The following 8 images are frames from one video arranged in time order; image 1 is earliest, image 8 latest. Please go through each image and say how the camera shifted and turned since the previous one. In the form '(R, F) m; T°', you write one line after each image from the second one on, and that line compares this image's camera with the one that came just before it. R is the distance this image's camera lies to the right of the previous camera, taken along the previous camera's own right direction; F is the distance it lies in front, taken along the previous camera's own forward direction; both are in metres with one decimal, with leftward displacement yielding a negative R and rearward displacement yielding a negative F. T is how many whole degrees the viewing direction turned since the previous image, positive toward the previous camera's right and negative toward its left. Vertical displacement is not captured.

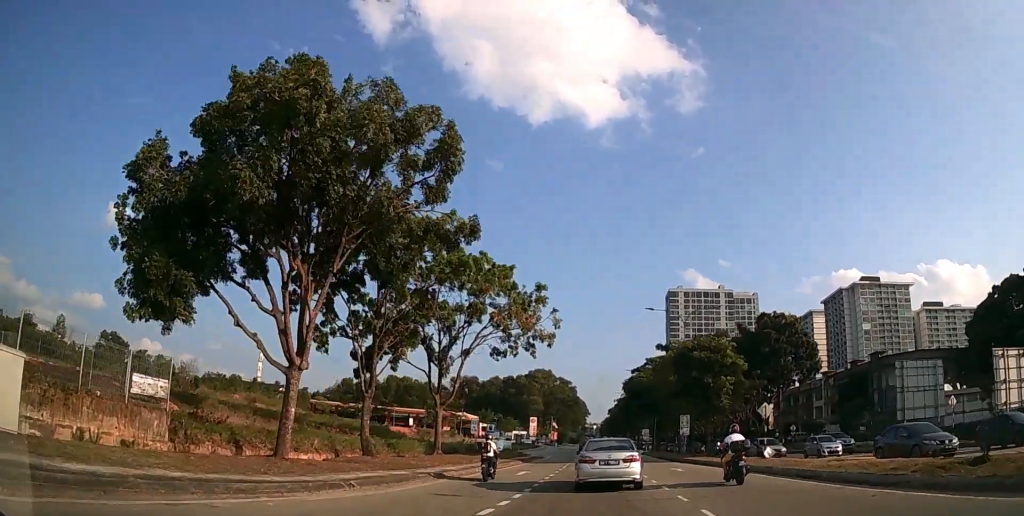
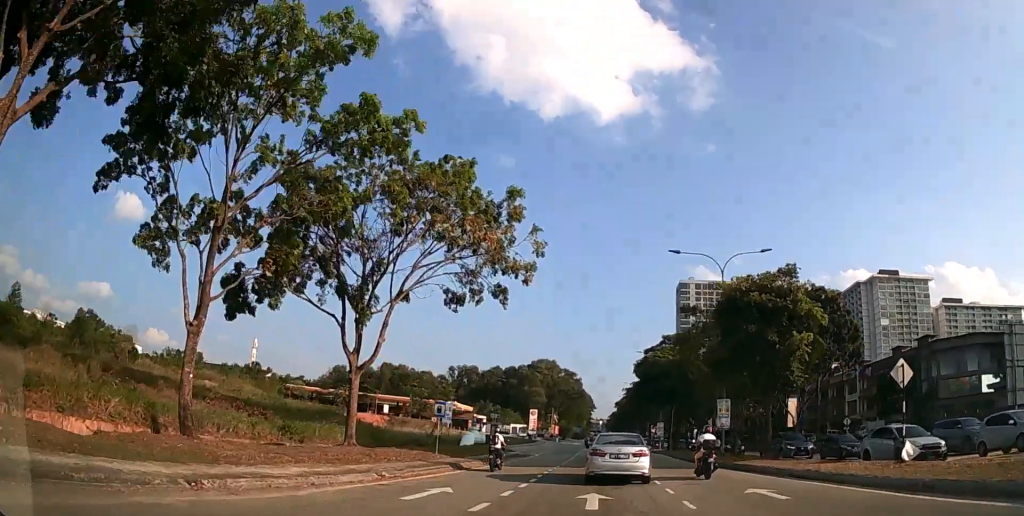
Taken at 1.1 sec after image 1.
(-0.6, +13.6) m; -4°
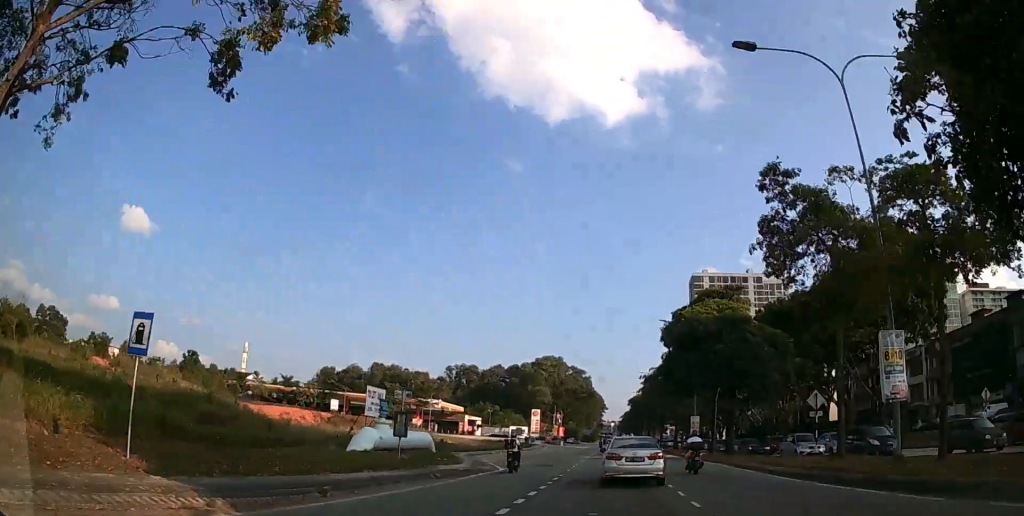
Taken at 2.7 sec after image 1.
(-0.3, +20.2) m; -1°
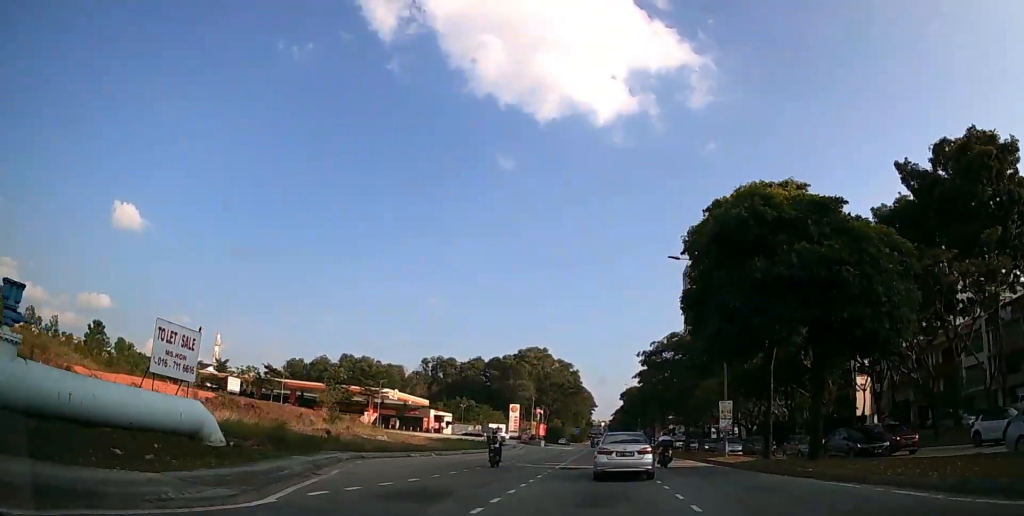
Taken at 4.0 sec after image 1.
(+0.1, +17.7) m; +1°
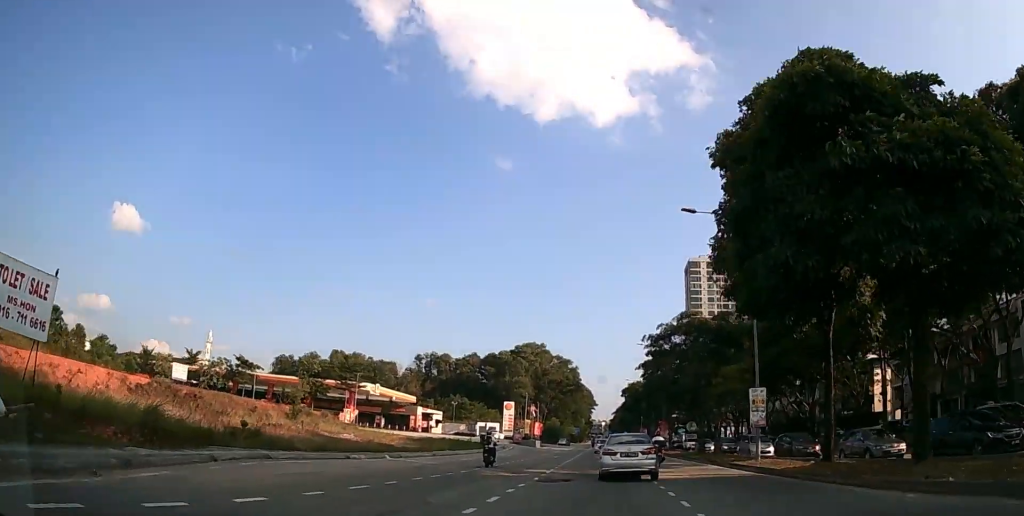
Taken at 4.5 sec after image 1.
(+0.1, +7.5) m; +1°
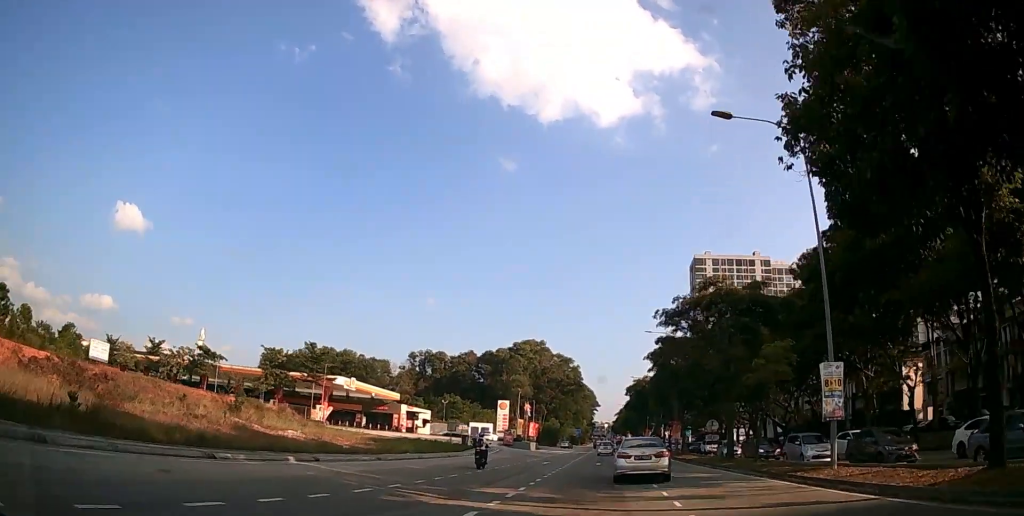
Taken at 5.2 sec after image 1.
(+0.1, +9.5) m; 0°
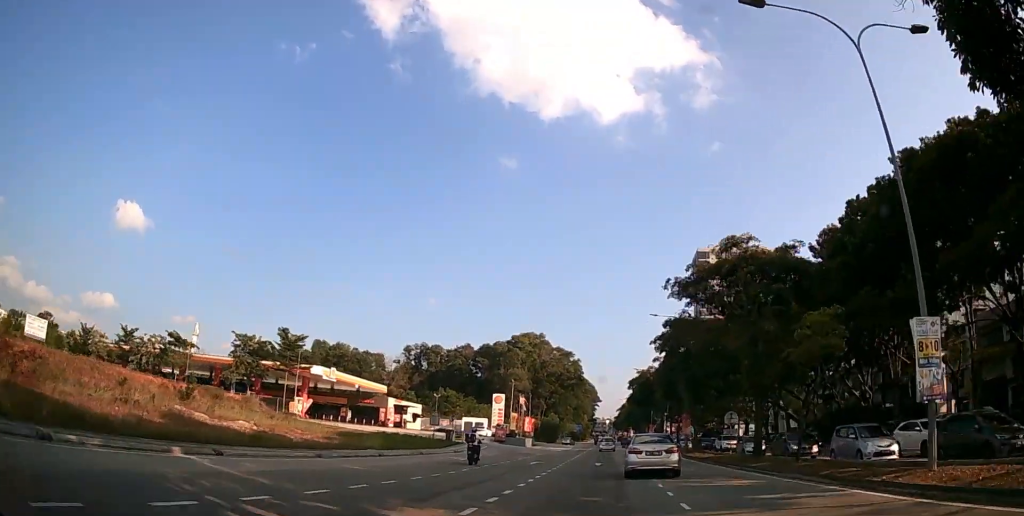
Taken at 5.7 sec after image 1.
(+0.1, +5.9) m; 0°
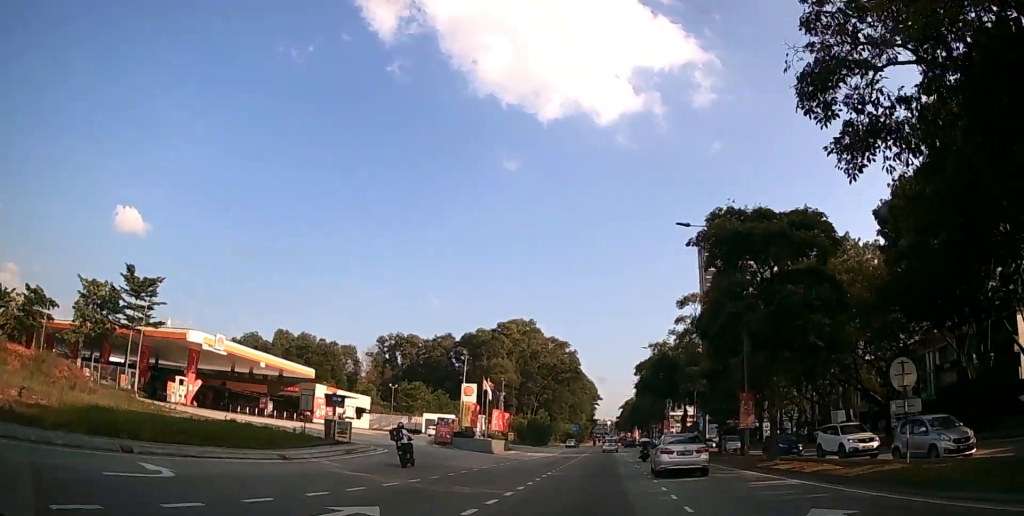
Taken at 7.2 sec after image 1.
(-0.1, +22.1) m; 0°
